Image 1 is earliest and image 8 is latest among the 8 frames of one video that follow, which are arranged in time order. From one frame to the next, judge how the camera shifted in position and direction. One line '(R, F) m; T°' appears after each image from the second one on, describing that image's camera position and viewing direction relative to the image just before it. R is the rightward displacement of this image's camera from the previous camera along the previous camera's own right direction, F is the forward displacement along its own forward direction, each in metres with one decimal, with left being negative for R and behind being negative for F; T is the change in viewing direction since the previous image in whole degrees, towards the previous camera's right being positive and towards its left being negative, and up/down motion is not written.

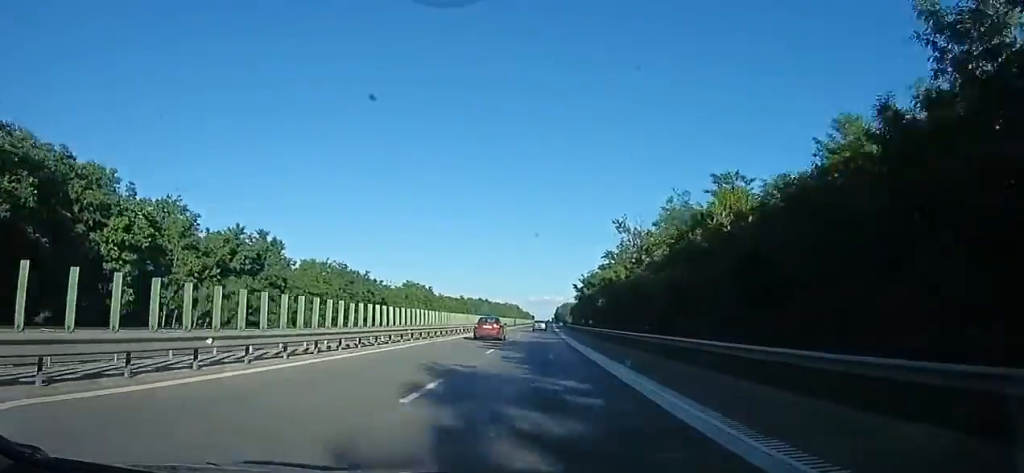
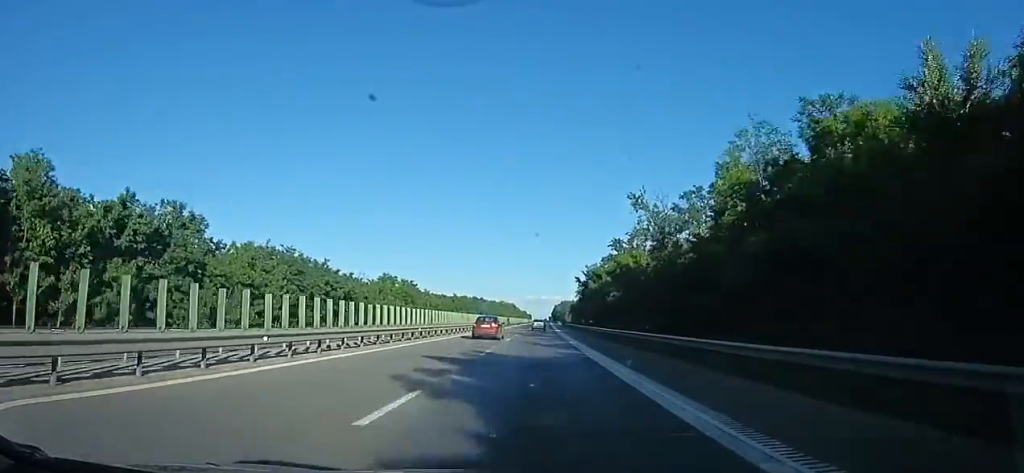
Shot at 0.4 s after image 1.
(+0.5, +13.6) m; +1°
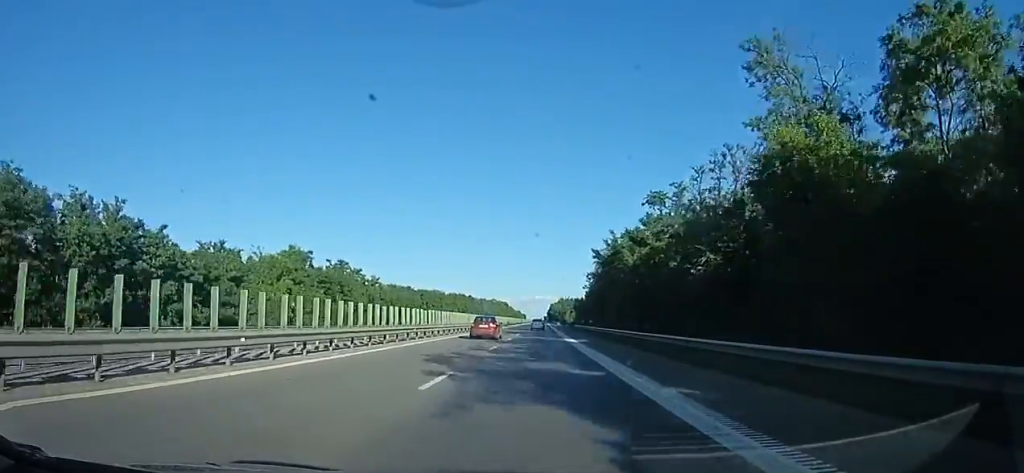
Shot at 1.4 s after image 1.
(+0.4, +32.7) m; -1°
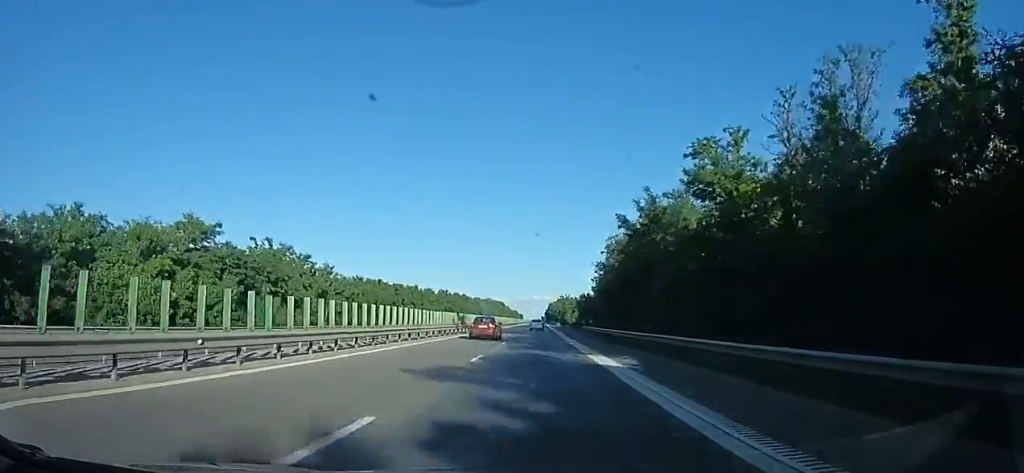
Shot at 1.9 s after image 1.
(-0.2, +17.4) m; 0°
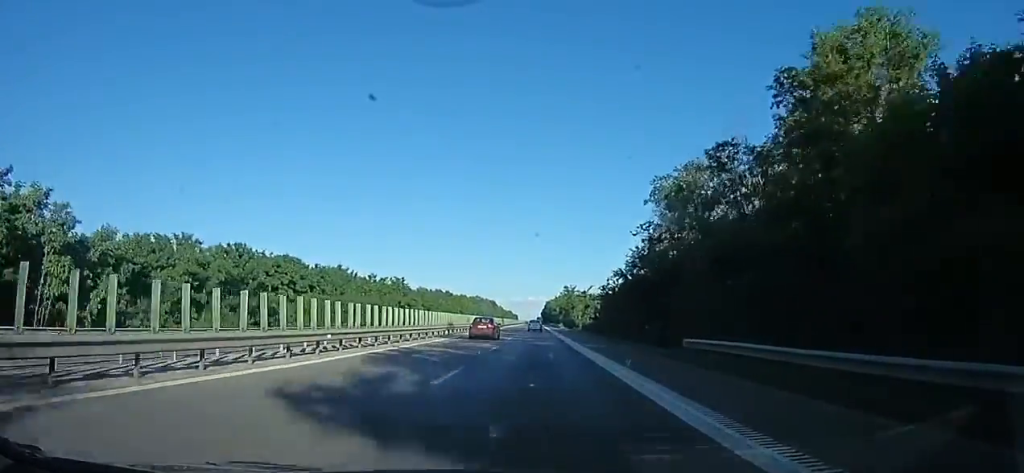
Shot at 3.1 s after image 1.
(-0.3, +41.5) m; +1°
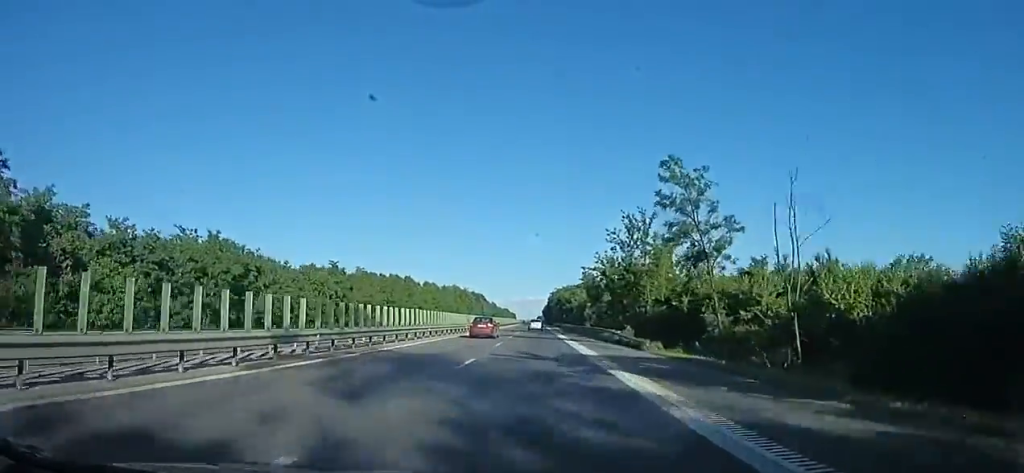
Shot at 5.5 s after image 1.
(+1.4, +80.8) m; +1°
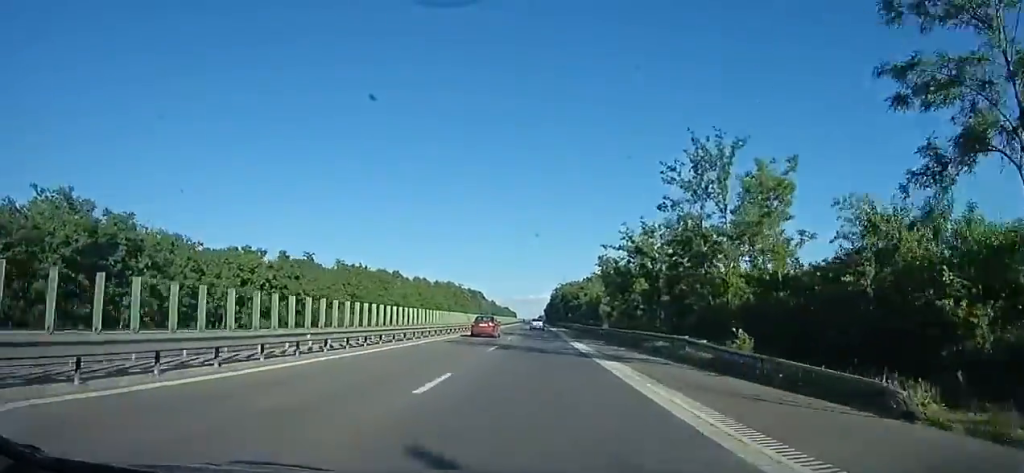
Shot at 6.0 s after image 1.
(0.0, +16.9) m; -1°
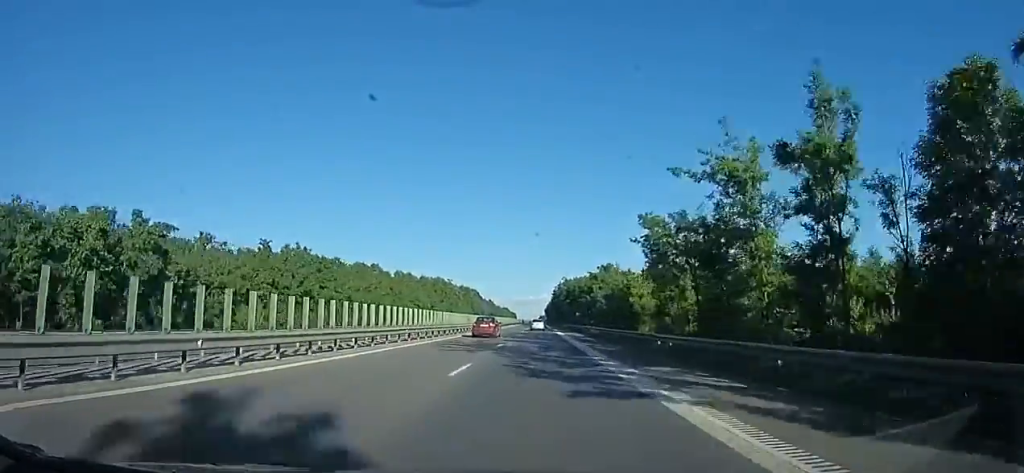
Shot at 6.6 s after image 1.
(+0.2, +21.4) m; -1°
